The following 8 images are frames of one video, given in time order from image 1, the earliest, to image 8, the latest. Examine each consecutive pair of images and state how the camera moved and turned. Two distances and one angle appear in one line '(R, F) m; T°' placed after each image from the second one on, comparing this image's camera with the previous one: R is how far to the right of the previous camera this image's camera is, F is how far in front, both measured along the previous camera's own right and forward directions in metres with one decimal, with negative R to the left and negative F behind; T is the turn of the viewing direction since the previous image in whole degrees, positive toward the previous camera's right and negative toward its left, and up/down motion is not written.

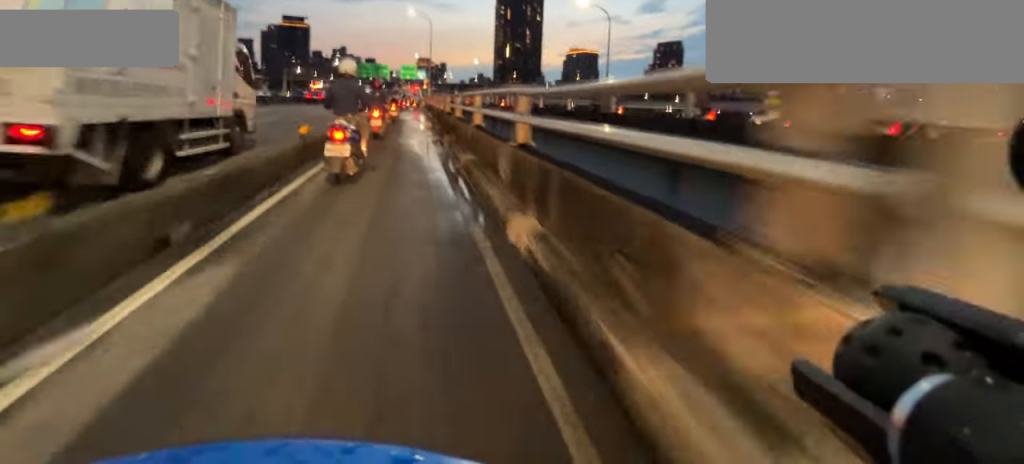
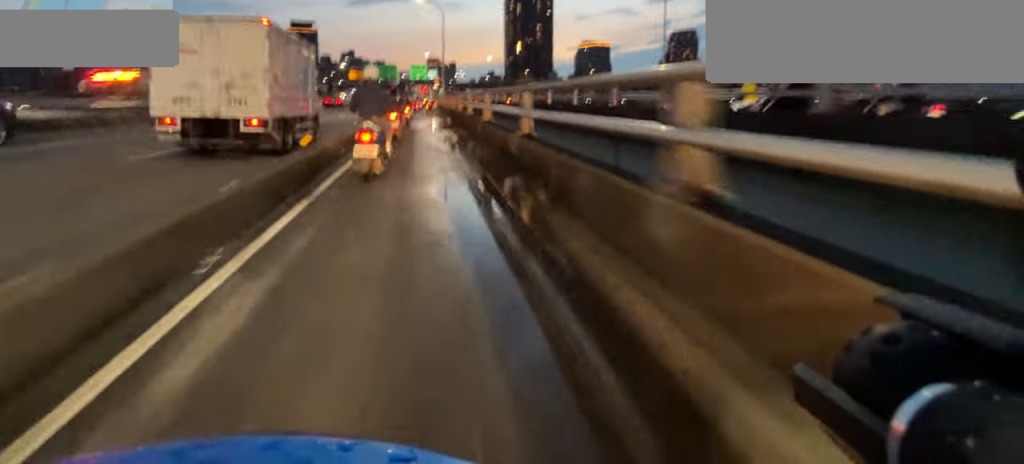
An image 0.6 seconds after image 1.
(0.0, +6.3) m; +1°
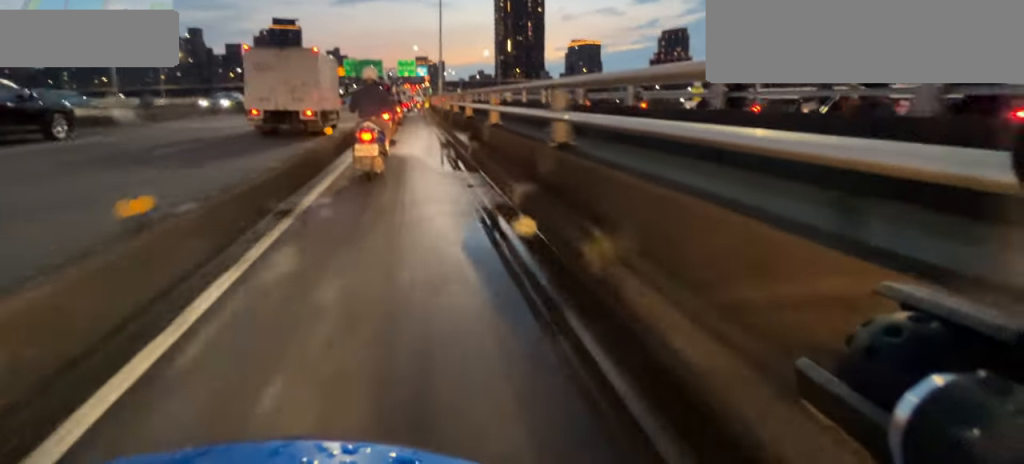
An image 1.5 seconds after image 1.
(+0.1, +9.8) m; +1°
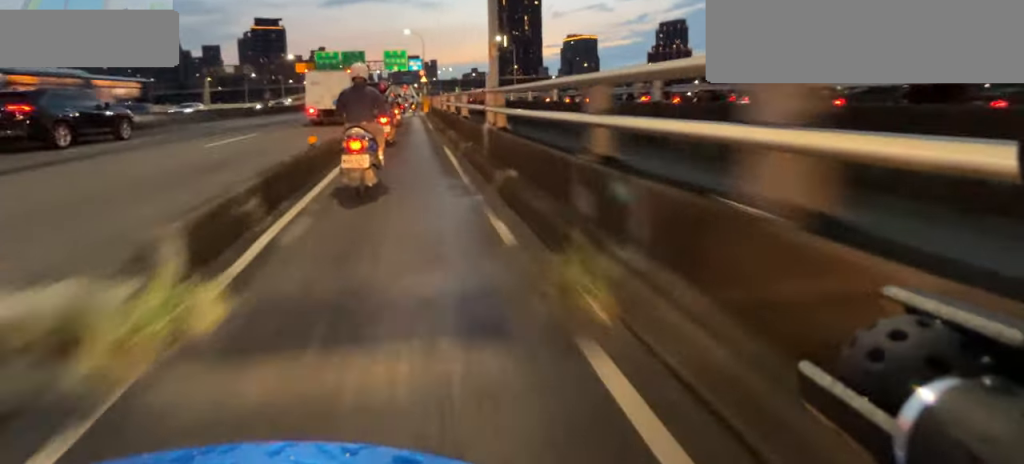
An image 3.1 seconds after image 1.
(+0.2, +19.5) m; +1°
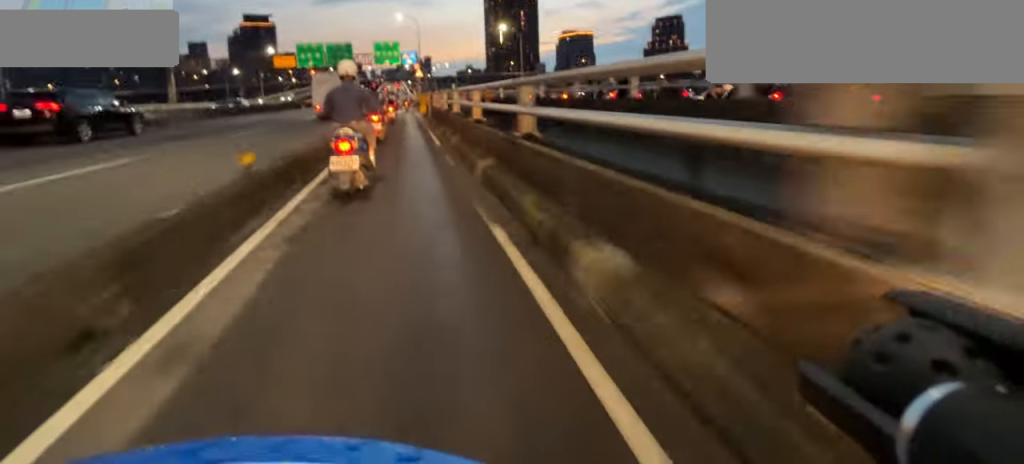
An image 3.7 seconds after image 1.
(0.0, +7.5) m; 0°
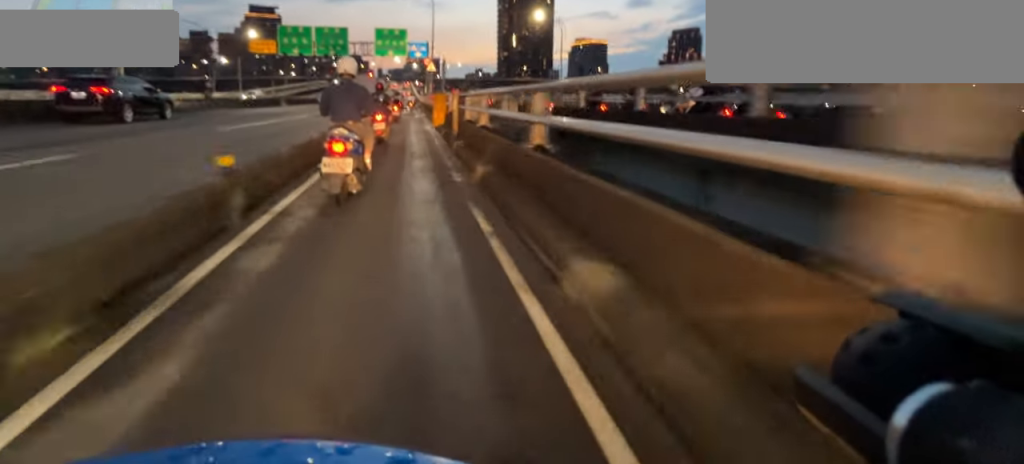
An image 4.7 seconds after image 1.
(0.0, +11.9) m; -1°
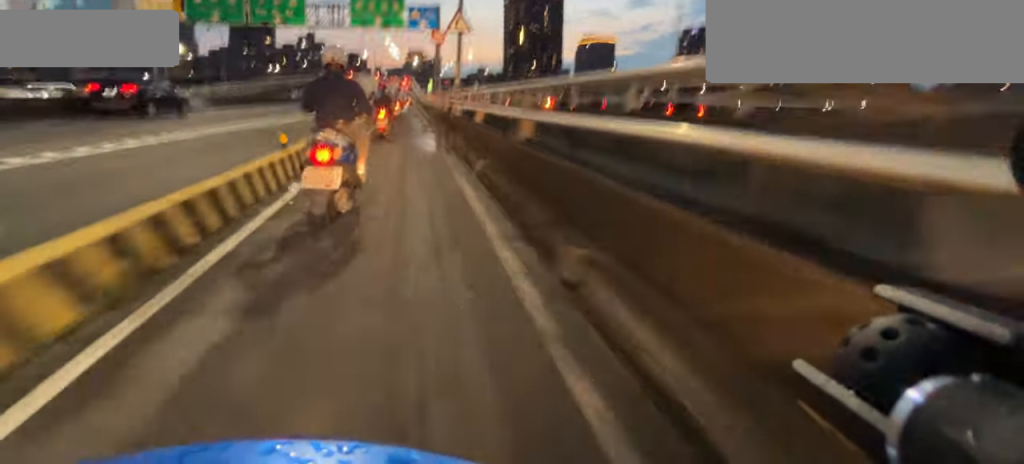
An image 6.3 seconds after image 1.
(-0.3, +17.9) m; -1°
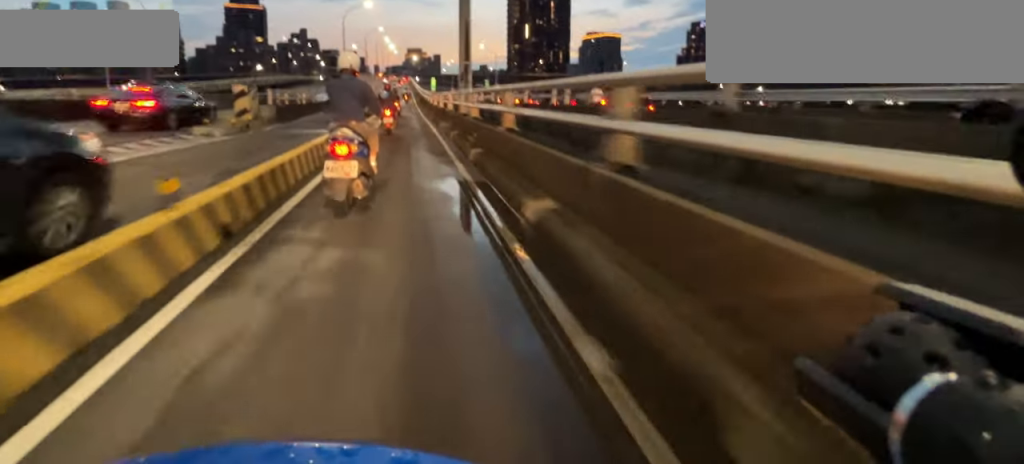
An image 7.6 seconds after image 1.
(+0.1, +14.3) m; -1°
